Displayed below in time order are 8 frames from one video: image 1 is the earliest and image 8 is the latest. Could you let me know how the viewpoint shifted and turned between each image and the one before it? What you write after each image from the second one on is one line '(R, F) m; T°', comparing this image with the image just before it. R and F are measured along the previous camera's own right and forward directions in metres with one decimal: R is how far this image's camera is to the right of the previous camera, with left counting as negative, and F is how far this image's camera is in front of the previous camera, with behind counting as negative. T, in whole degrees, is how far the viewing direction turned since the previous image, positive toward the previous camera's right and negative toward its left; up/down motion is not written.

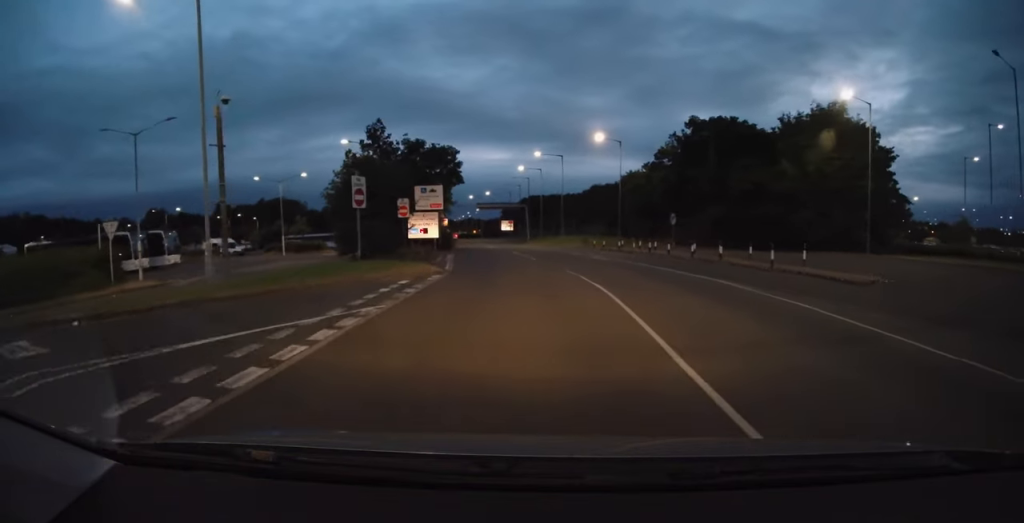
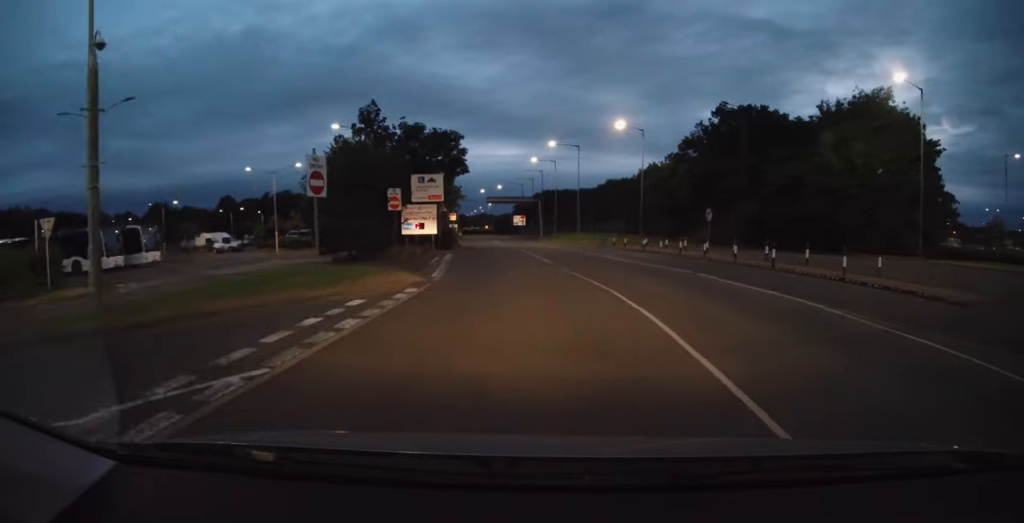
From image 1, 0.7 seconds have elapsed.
(-0.2, +4.2) m; -1°
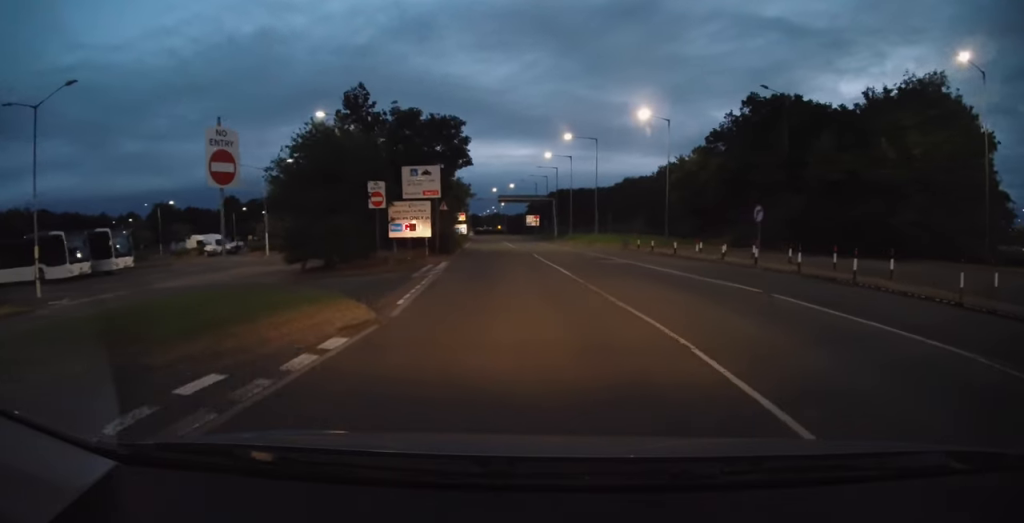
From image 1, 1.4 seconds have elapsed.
(+0.2, +4.7) m; 0°
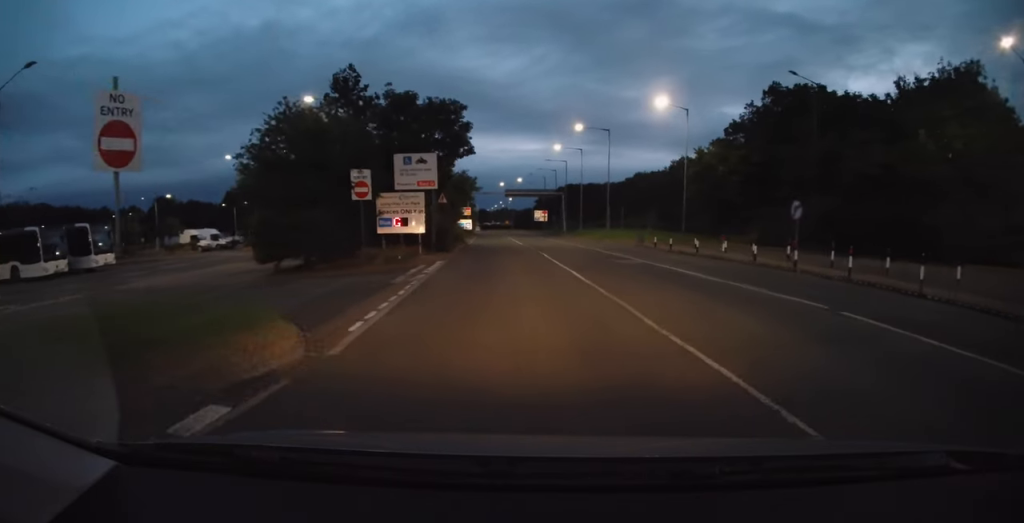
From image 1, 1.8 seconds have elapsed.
(-0.1, +2.7) m; -1°
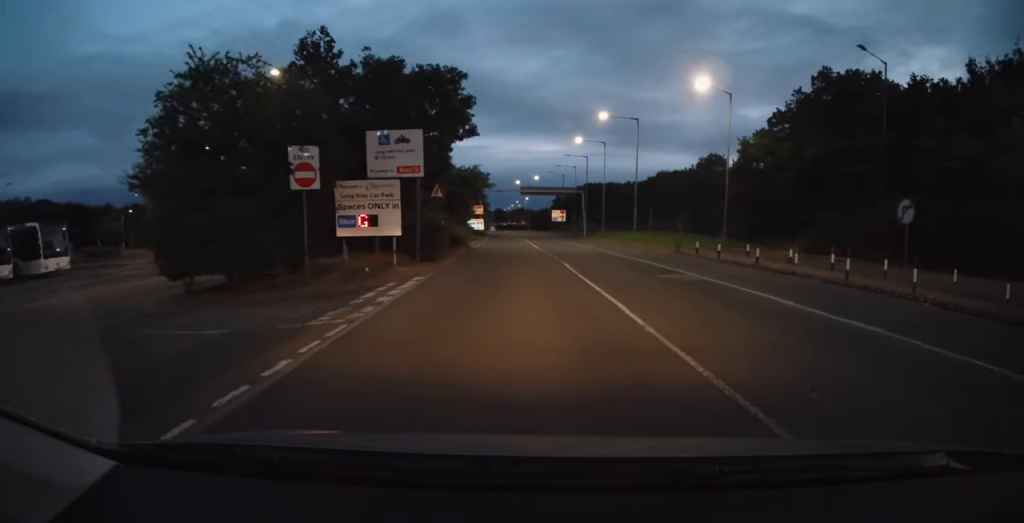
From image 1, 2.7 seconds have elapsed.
(-0.2, +5.5) m; -2°
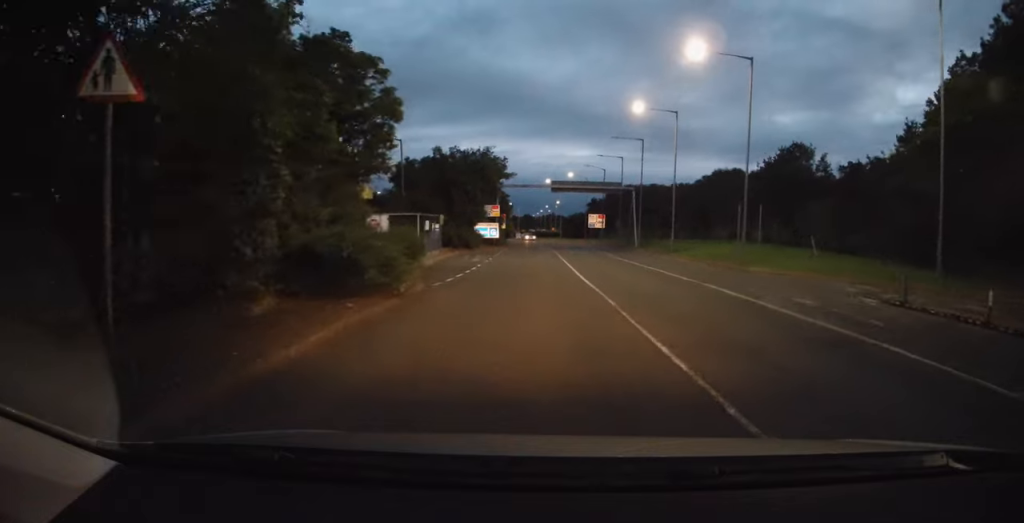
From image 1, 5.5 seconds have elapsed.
(-0.5, +17.6) m; -1°
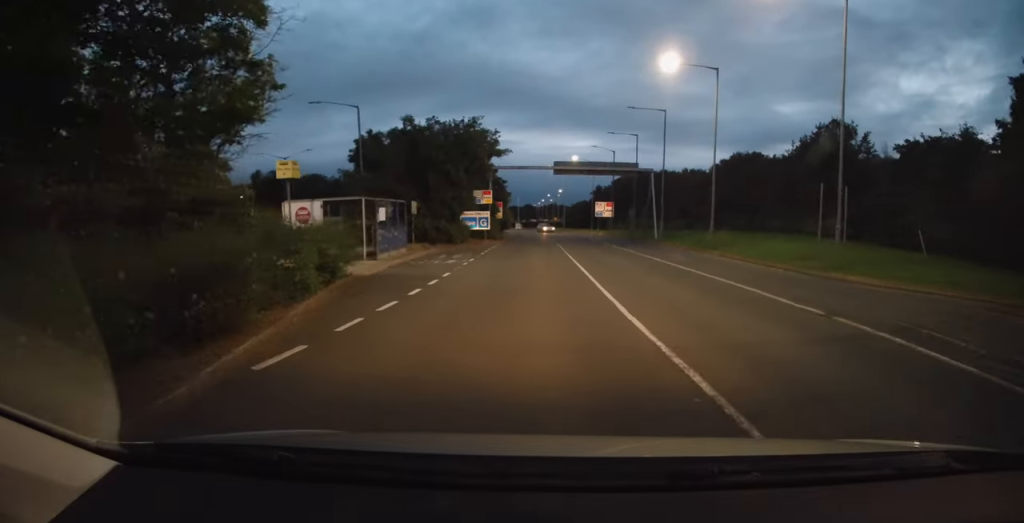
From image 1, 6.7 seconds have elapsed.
(+0.3, +8.7) m; +1°
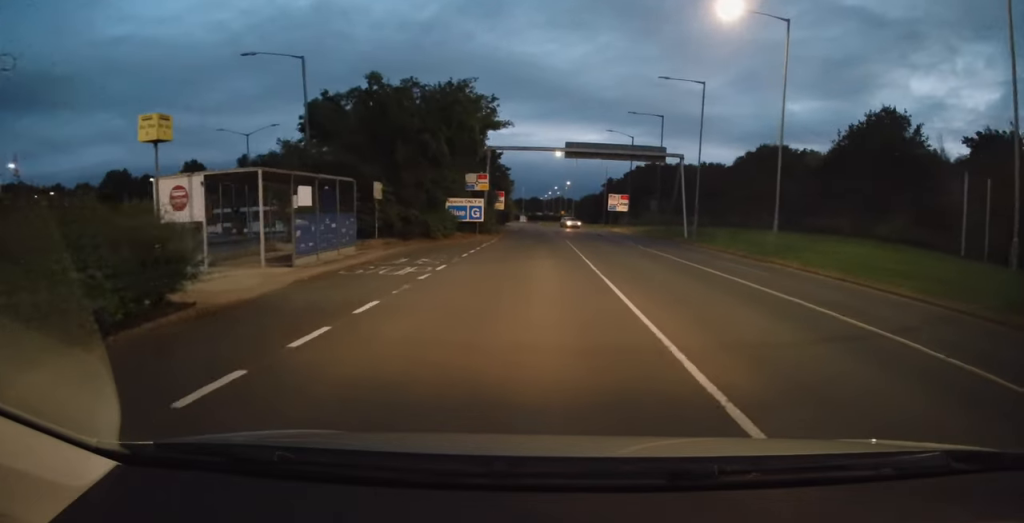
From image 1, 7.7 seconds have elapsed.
(-0.2, +7.5) m; -1°
